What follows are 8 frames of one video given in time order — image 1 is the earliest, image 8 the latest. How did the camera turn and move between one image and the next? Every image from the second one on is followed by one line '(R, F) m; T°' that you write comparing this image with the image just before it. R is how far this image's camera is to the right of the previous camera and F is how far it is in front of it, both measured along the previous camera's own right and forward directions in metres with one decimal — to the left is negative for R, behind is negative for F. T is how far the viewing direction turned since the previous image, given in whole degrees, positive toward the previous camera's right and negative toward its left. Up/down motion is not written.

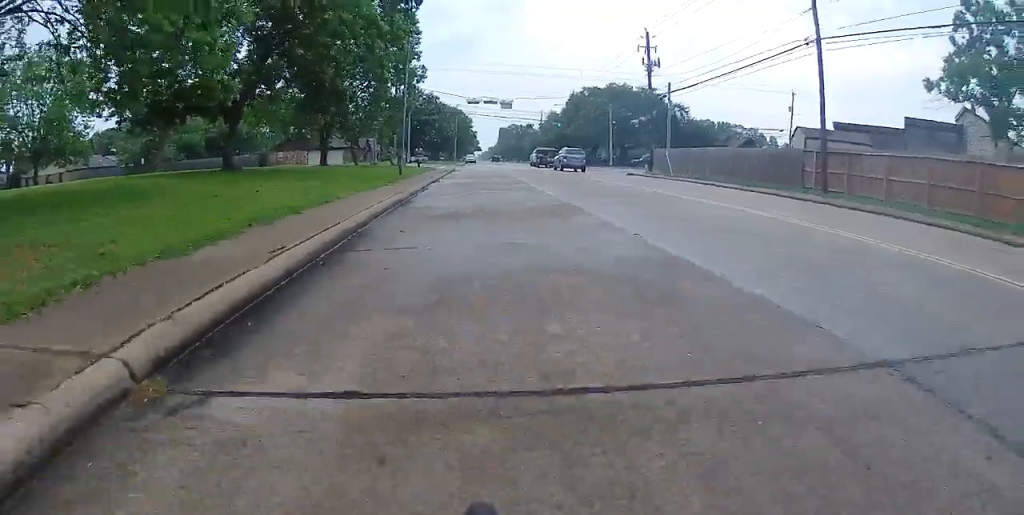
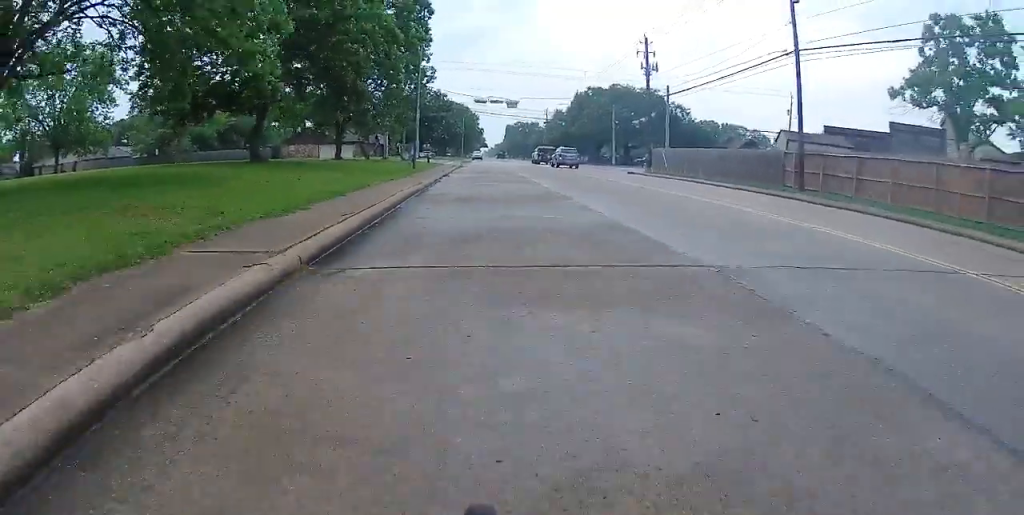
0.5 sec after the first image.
(0.0, +2.4) m; 0°
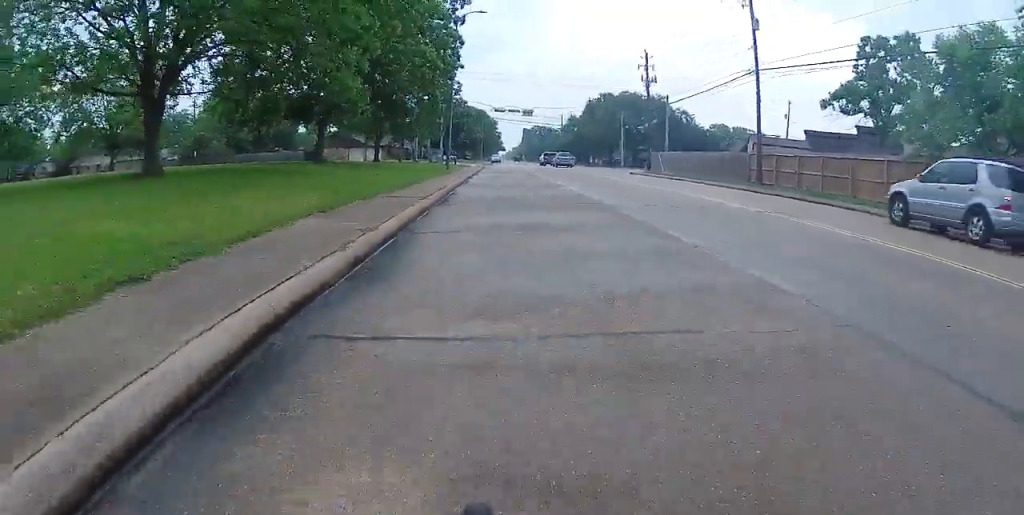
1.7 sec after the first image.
(0.0, +6.7) m; 0°
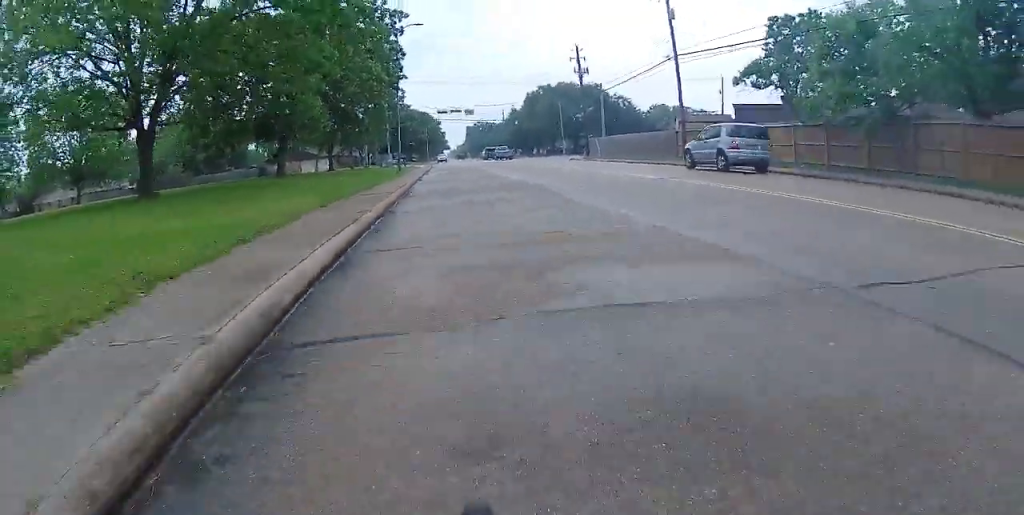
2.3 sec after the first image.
(0.0, +3.0) m; 0°
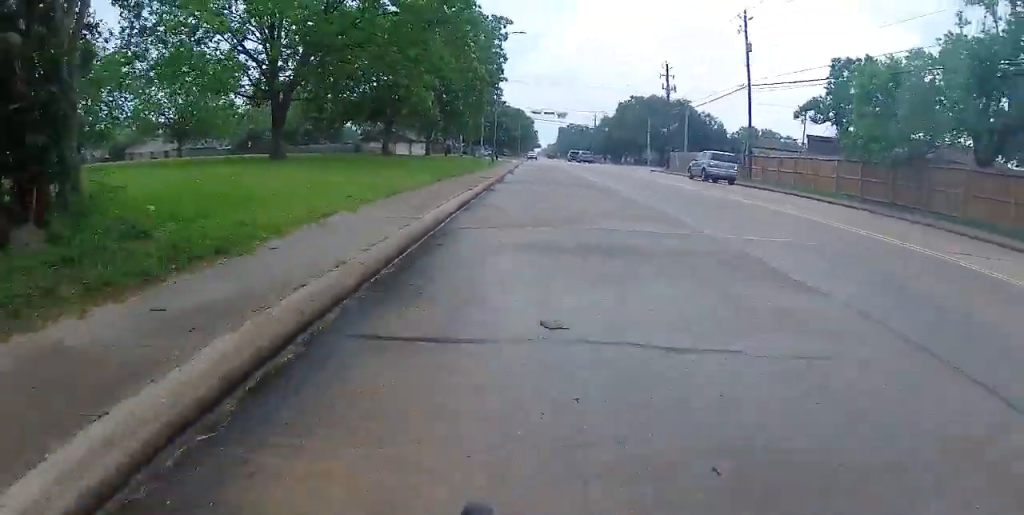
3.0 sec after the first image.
(0.0, +3.9) m; -1°
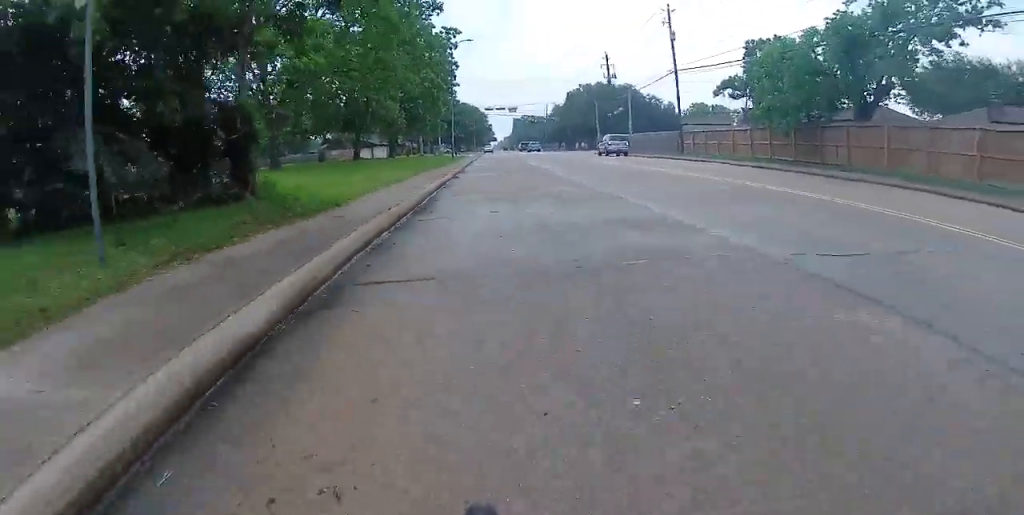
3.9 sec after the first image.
(-0.1, +4.9) m; -2°
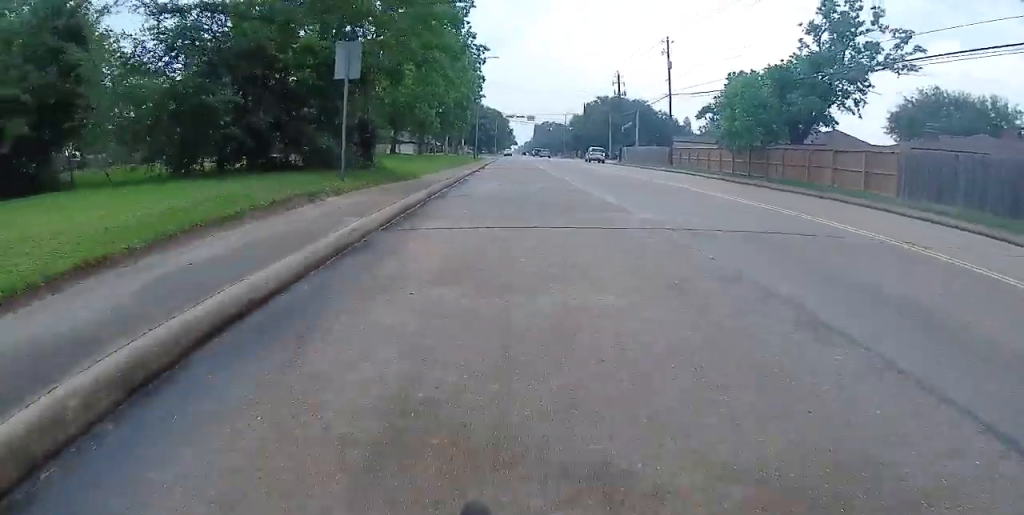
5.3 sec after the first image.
(0.0, +7.6) m; -1°
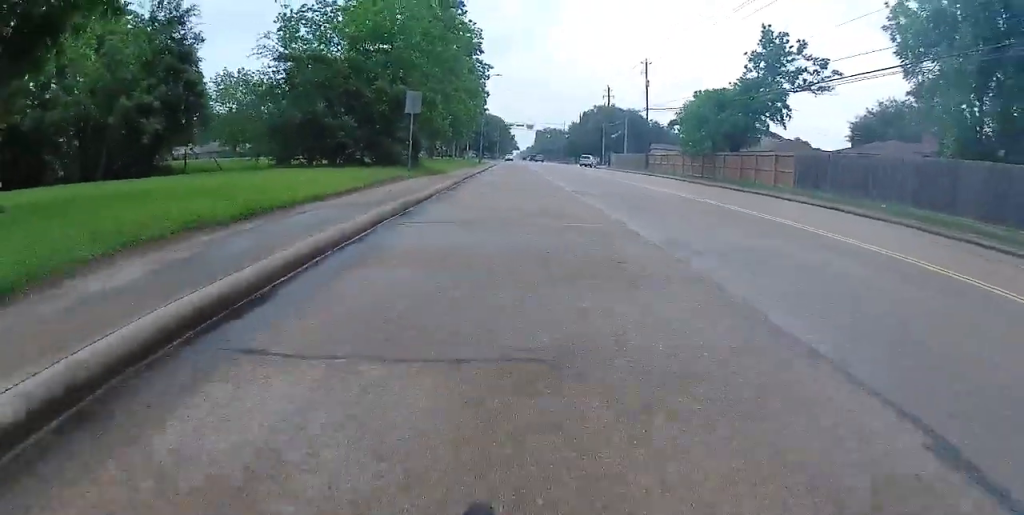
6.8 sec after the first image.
(-0.4, +8.7) m; +3°
